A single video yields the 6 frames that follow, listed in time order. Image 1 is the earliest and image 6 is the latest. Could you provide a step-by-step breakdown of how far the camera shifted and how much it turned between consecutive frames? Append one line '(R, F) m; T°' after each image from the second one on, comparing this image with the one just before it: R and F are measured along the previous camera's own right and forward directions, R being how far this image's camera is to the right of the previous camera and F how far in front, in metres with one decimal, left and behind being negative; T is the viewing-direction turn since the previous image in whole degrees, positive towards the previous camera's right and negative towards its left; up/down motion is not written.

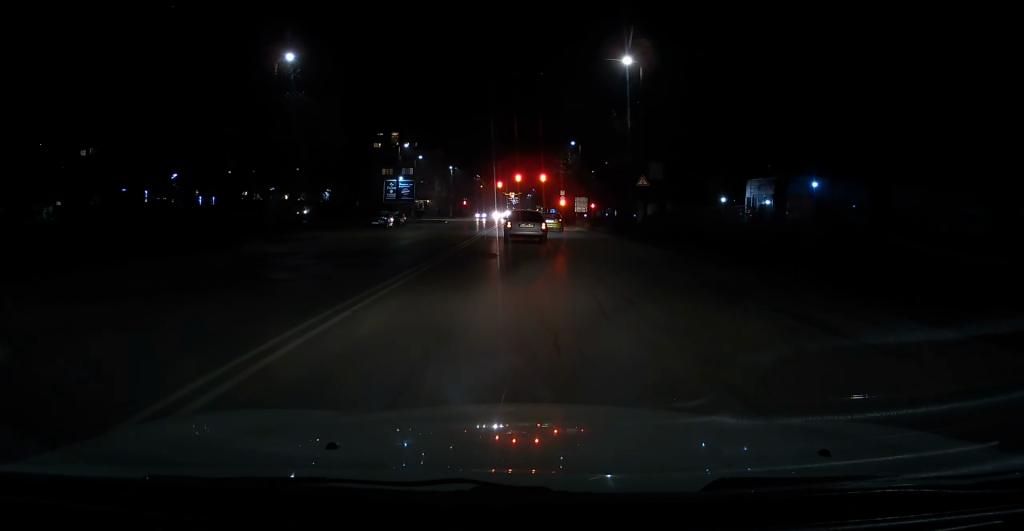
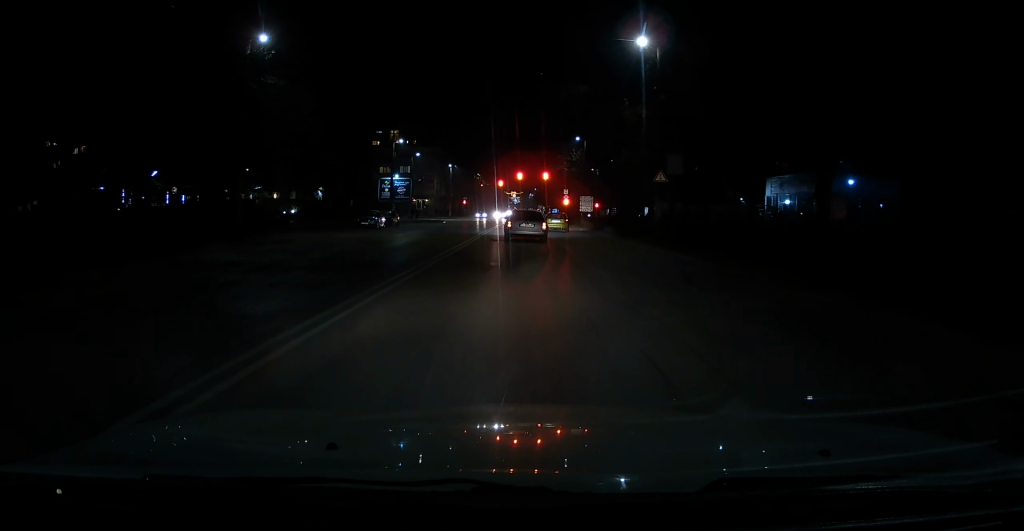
(0.0, +4.2) m; -1°
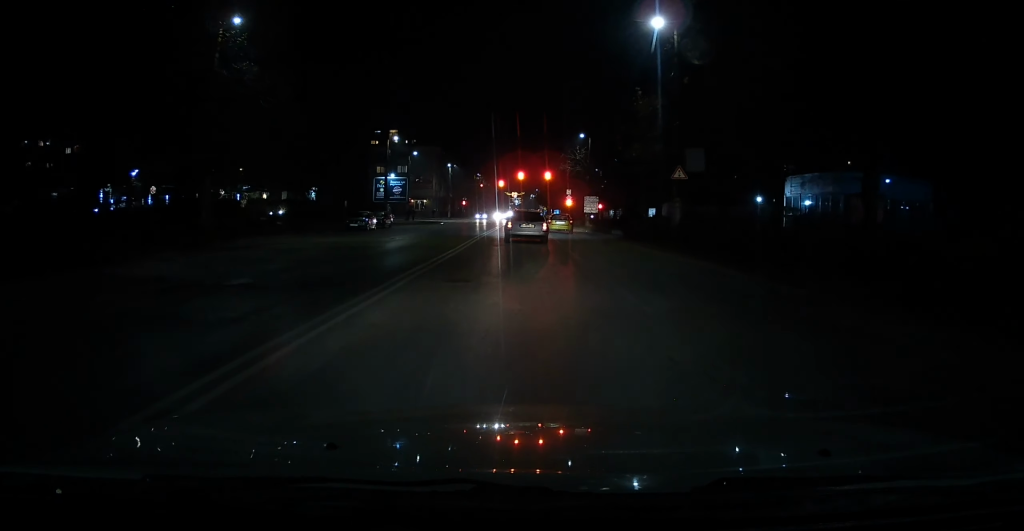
(-0.1, +3.5) m; -1°
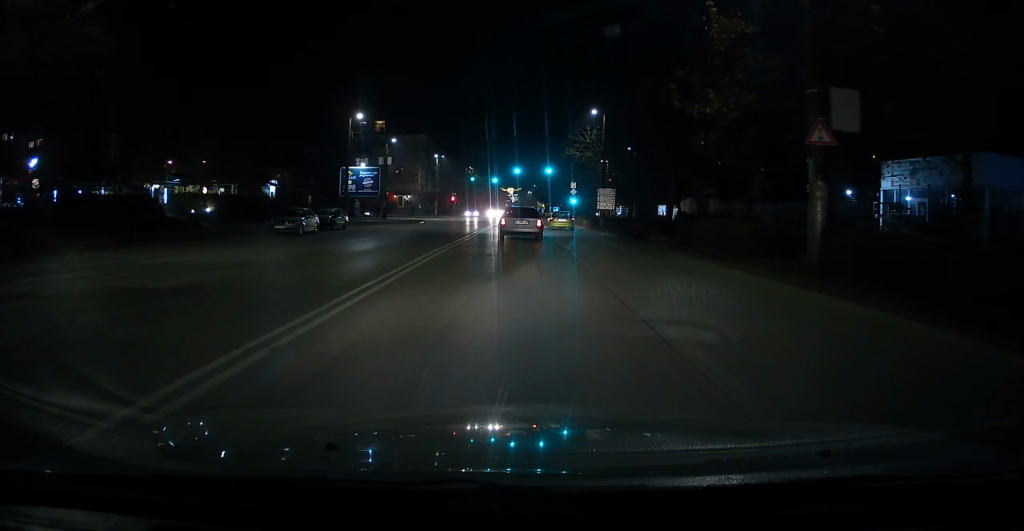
(-0.2, +13.3) m; -1°
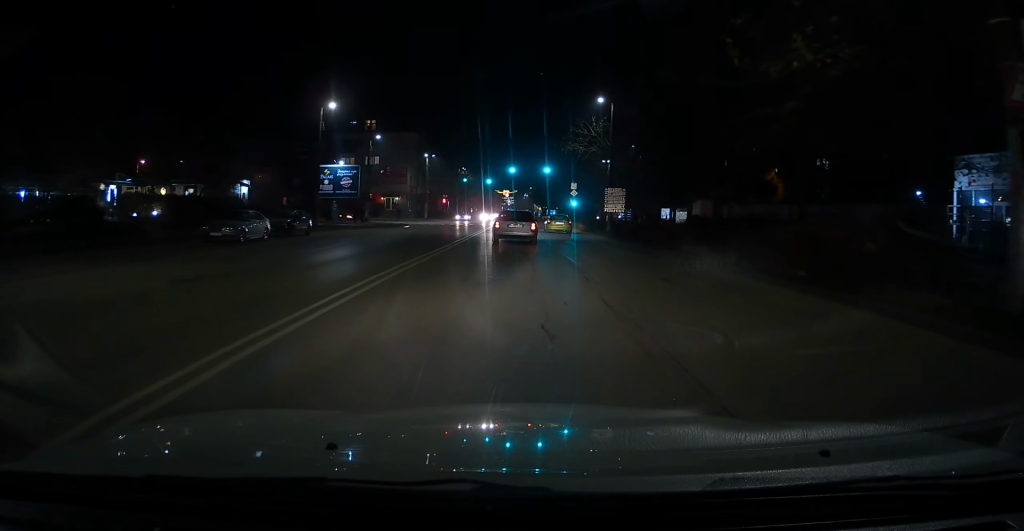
(0.0, +6.5) m; +1°
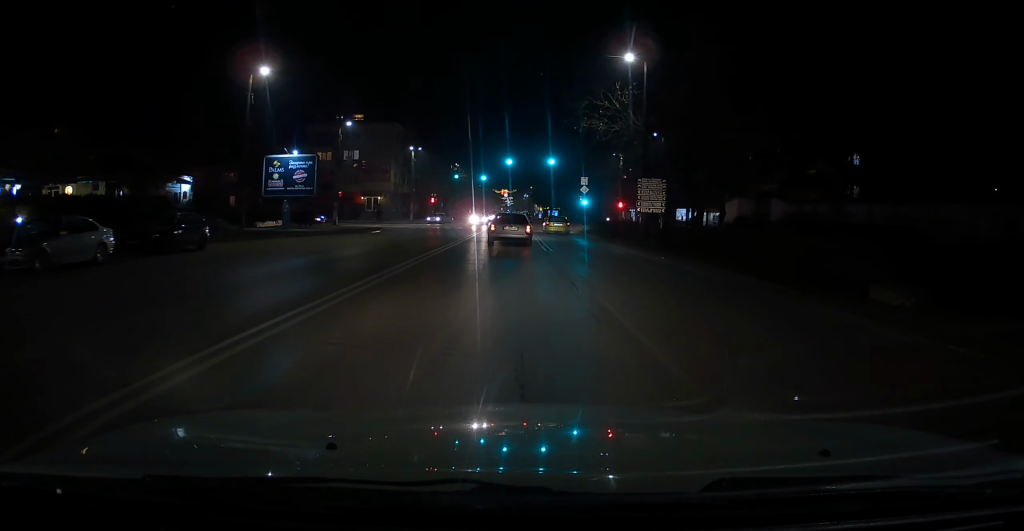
(+0.6, +11.8) m; +3°
